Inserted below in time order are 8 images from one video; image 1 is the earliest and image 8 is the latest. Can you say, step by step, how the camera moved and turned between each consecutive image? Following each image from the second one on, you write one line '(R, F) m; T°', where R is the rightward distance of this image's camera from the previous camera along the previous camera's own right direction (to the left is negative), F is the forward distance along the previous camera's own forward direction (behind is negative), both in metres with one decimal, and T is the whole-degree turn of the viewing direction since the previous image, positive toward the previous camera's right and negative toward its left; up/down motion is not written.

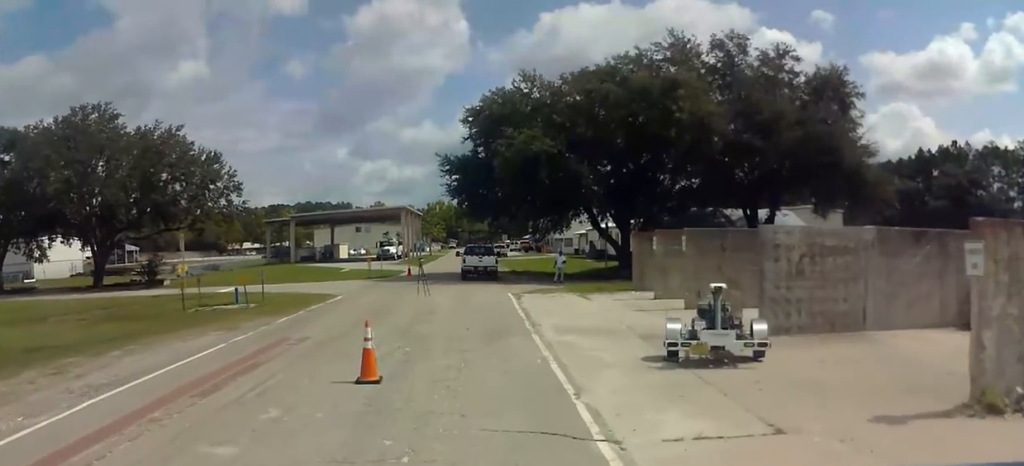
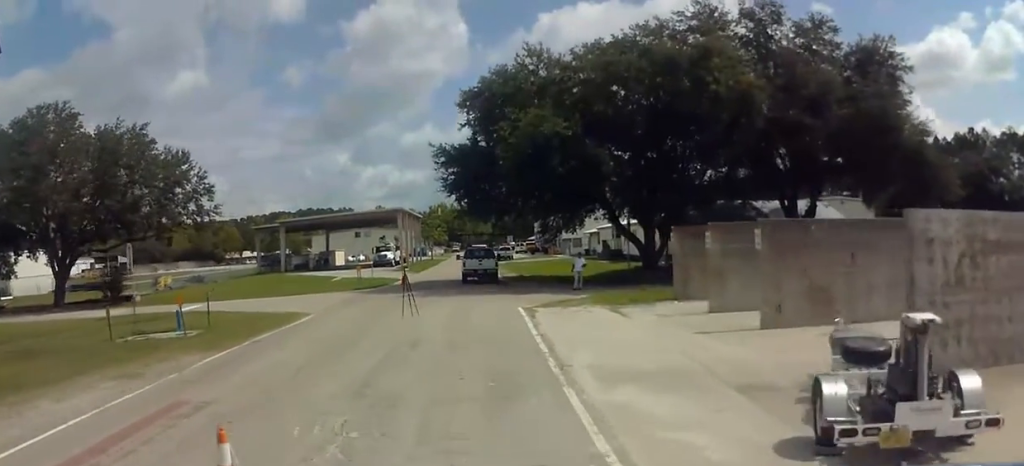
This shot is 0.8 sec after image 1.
(0.0, +5.9) m; 0°
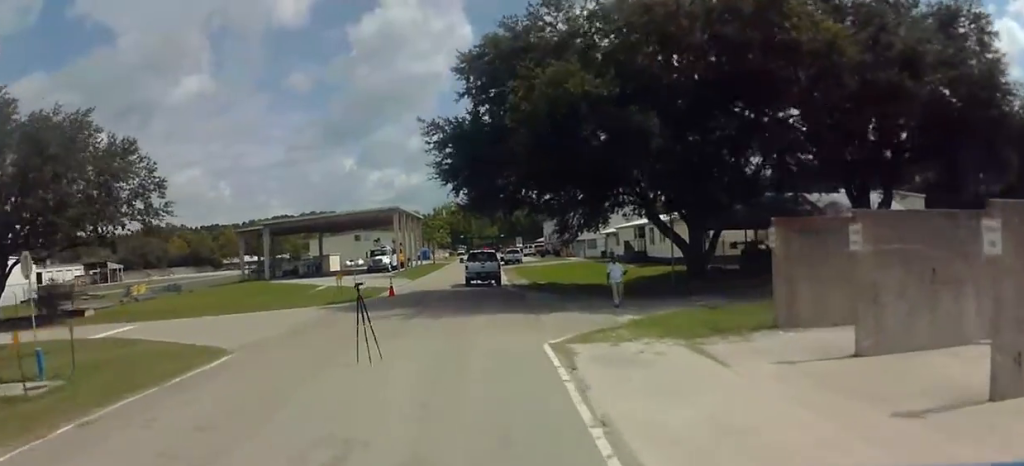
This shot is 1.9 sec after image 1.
(0.0, +8.0) m; 0°
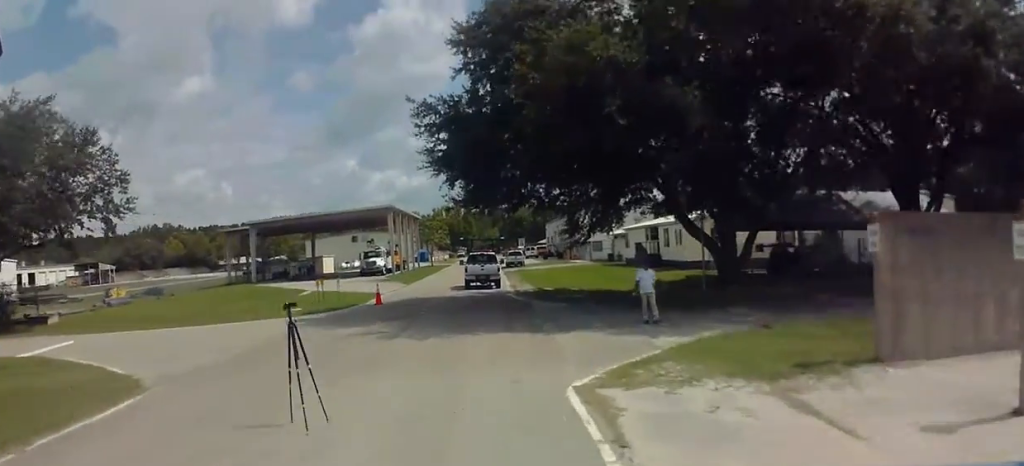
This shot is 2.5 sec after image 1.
(0.0, +4.4) m; 0°
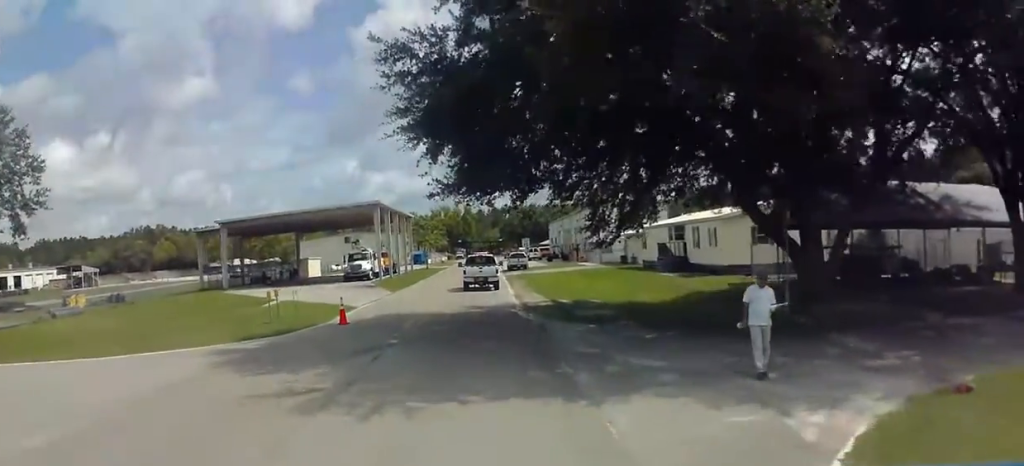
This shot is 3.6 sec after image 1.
(0.0, +7.6) m; 0°
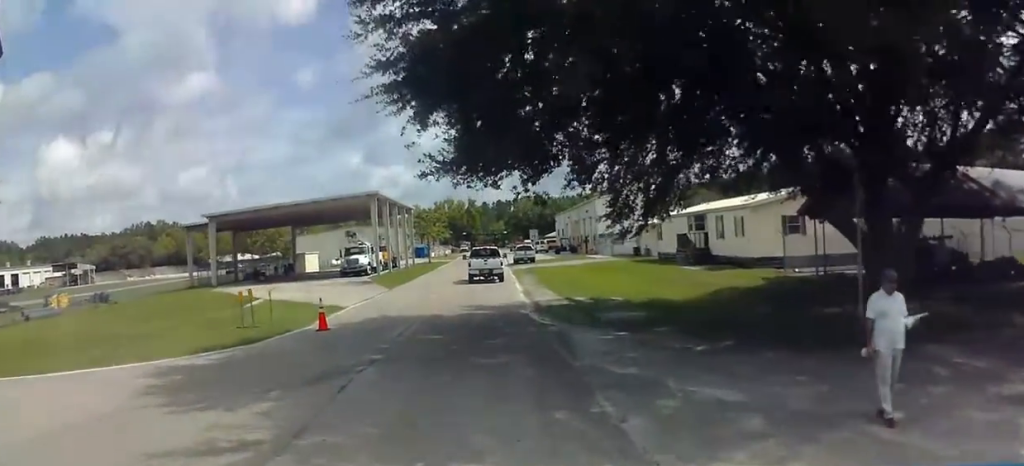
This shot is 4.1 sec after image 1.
(0.0, +3.7) m; 0°
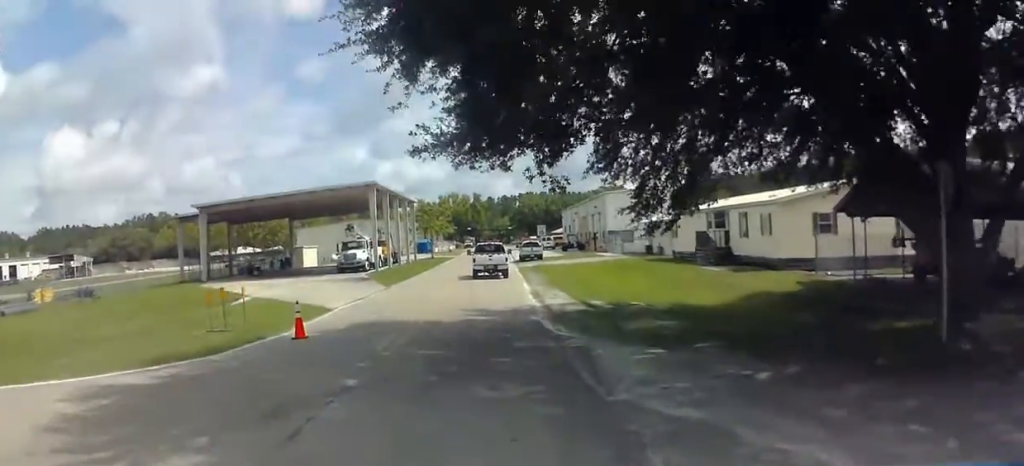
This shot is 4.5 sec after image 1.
(0.0, +2.9) m; 0°
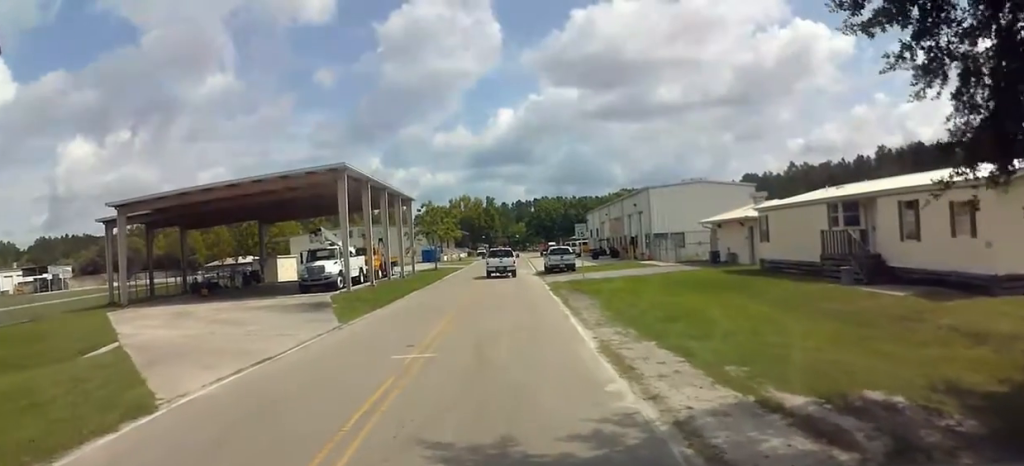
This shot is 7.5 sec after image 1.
(-0.2, +16.3) m; -1°
